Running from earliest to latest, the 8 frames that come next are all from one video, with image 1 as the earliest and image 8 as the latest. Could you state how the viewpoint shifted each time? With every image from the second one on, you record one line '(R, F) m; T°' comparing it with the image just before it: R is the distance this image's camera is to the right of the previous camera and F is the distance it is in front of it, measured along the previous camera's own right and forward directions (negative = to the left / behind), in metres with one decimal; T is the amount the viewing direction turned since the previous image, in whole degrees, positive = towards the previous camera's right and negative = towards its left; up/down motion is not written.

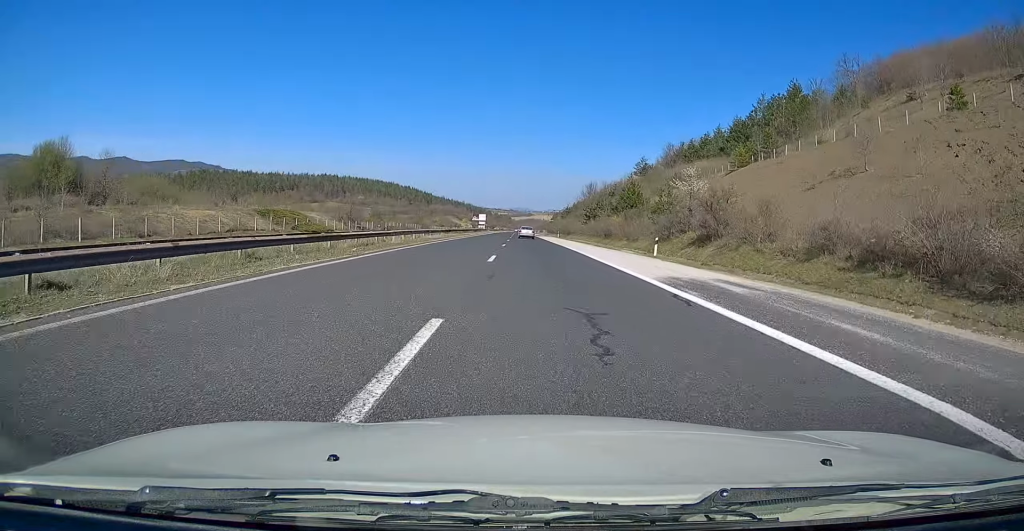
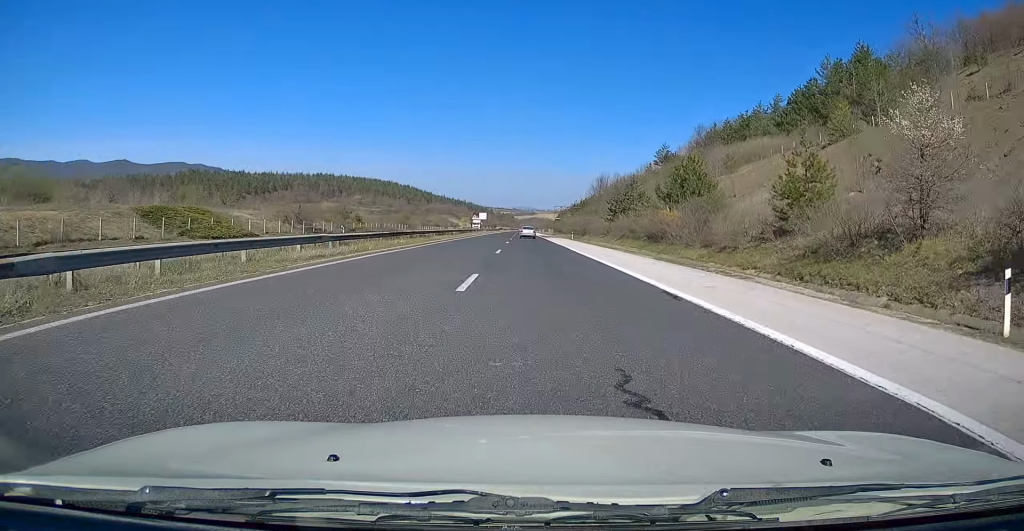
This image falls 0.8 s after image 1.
(0.0, +24.9) m; 0°
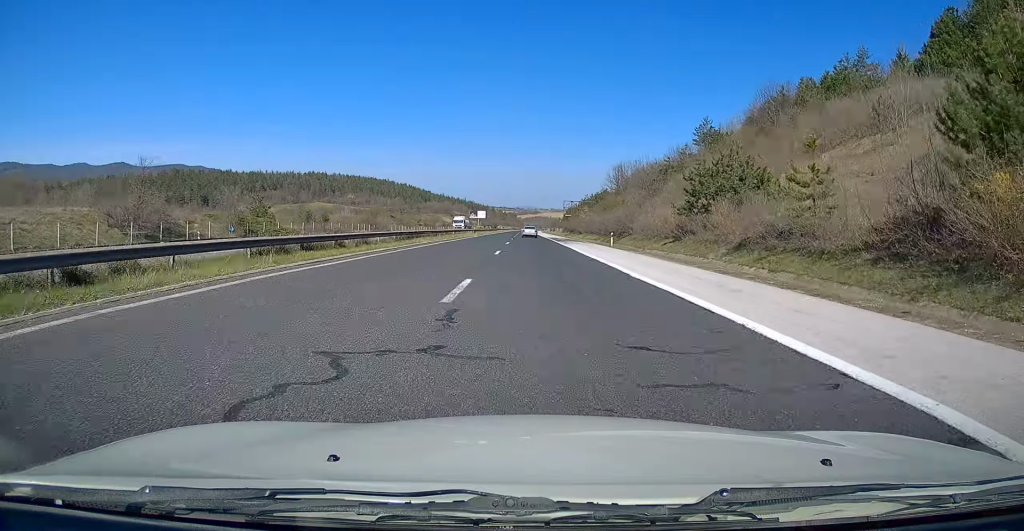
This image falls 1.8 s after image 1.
(0.0, +34.8) m; 0°
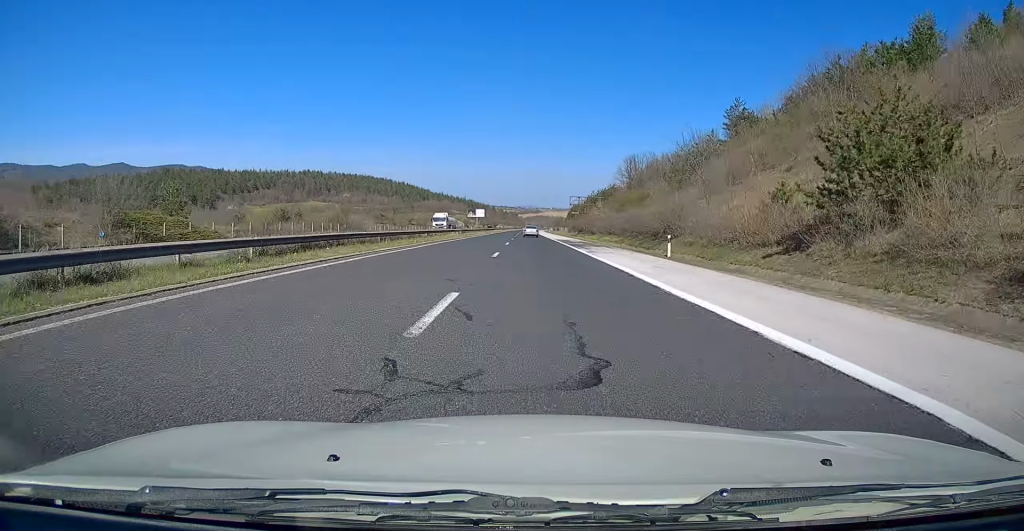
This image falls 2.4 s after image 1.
(+0.1, +18.7) m; 0°
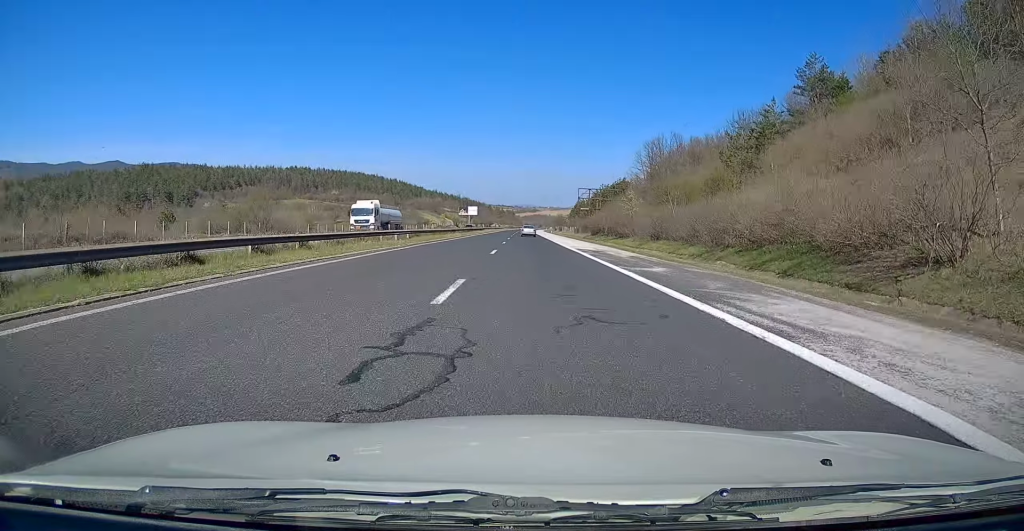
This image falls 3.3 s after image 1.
(-0.1, +29.9) m; 0°
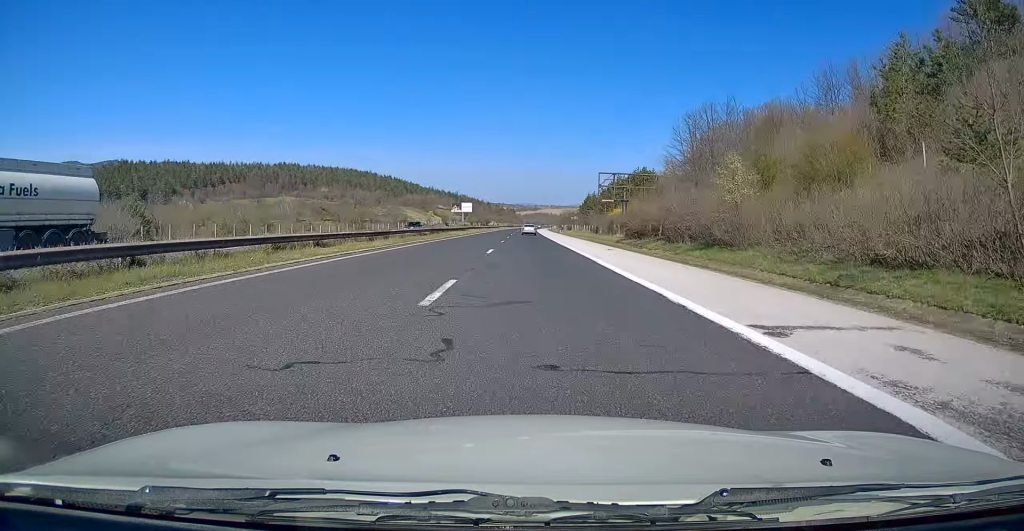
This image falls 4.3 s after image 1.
(0.0, +32.3) m; 0°
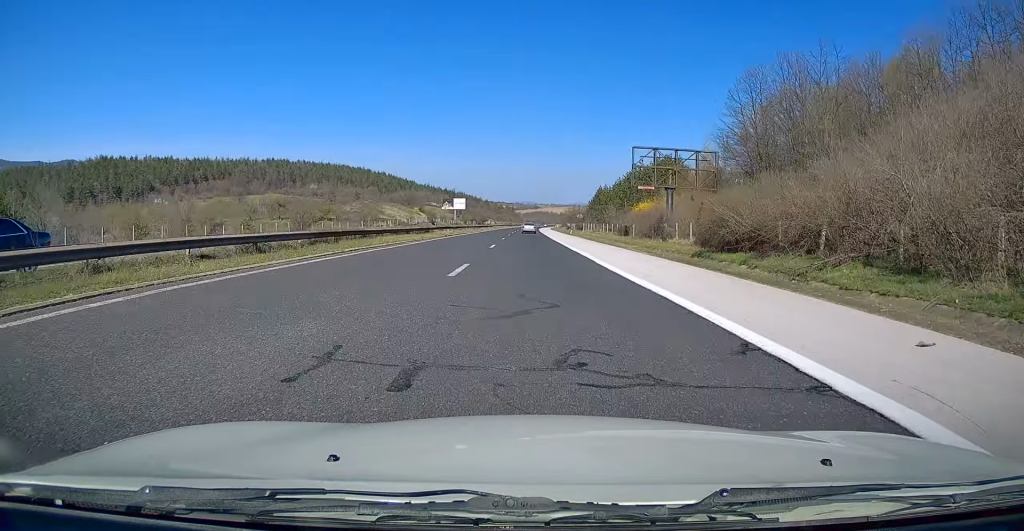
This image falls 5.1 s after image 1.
(+0.2, +27.8) m; 0°
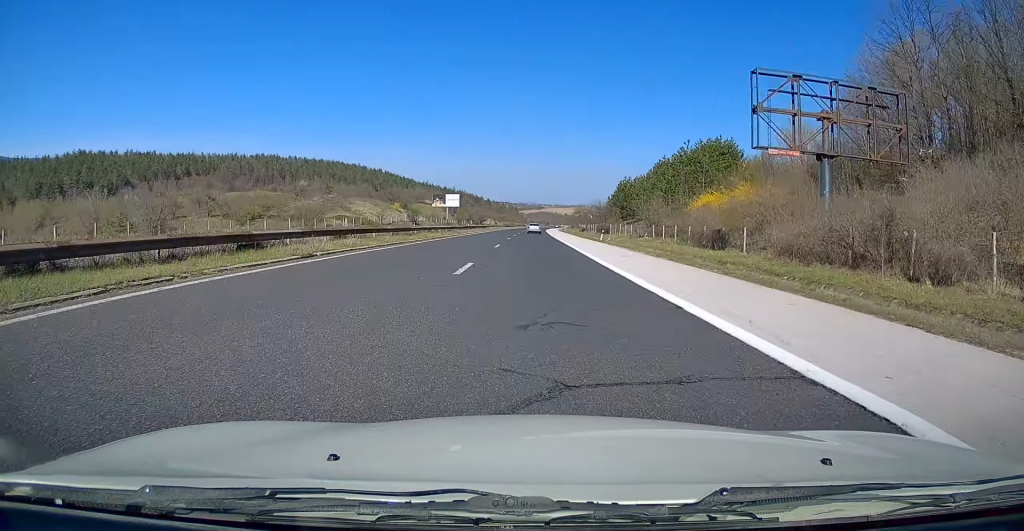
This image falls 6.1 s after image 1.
(-0.2, +32.0) m; 0°
